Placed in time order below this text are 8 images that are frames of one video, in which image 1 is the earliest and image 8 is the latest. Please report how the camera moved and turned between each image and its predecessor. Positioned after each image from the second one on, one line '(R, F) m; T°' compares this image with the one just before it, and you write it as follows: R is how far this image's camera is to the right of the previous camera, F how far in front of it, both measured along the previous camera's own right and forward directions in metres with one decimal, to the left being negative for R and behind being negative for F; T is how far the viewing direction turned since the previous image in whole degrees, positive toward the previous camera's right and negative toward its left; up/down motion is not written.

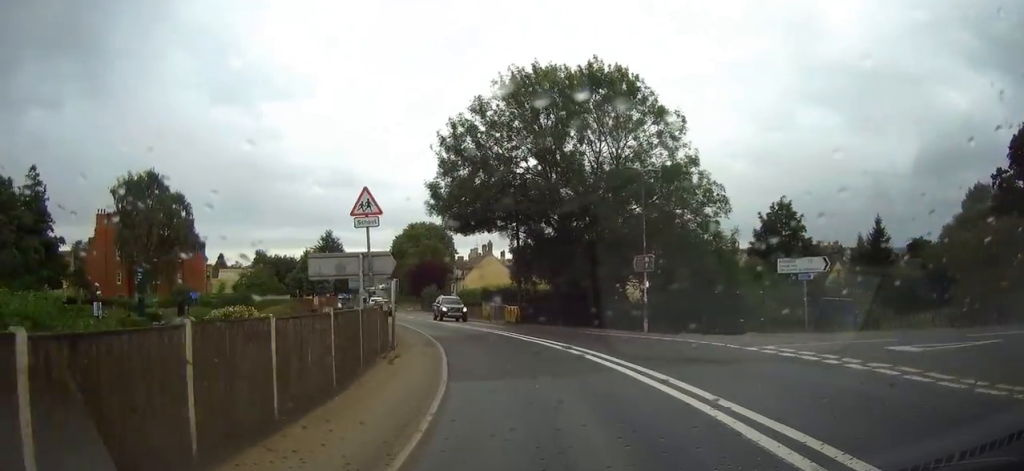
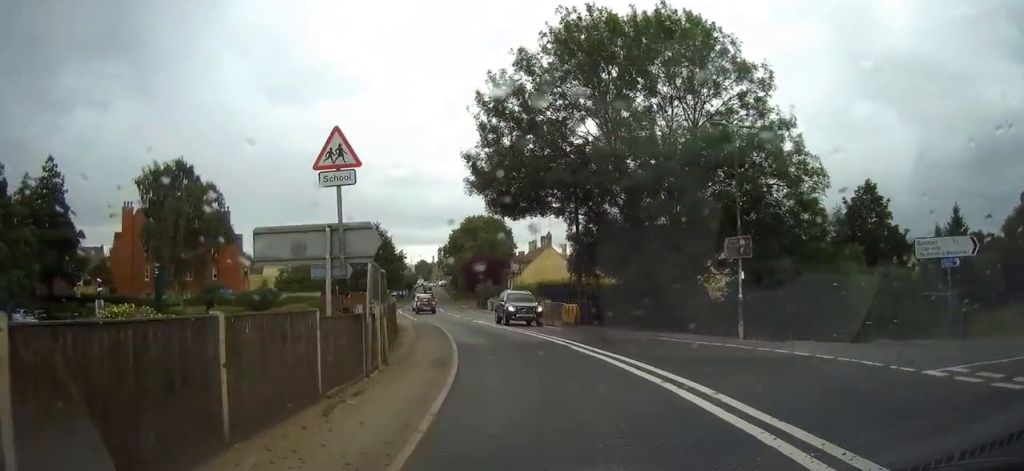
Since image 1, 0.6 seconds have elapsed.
(-0.2, +6.3) m; -5°
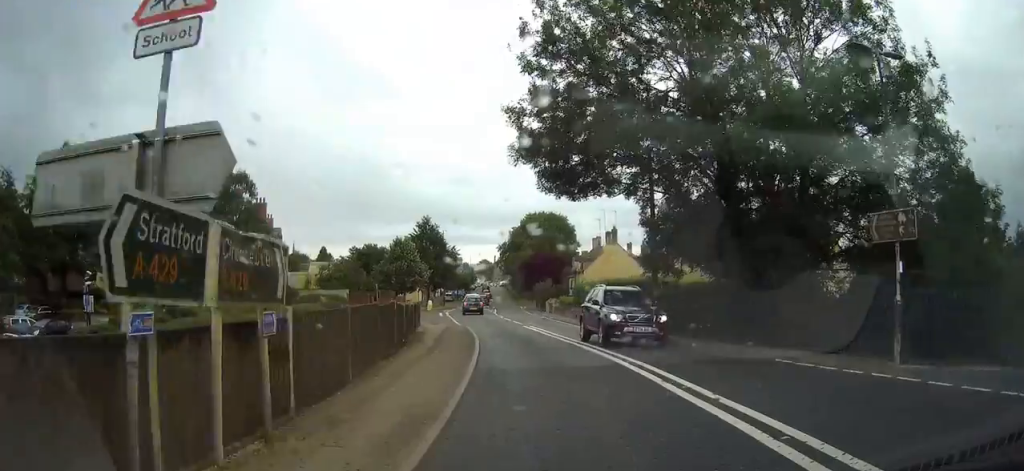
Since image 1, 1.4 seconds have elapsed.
(-0.5, +7.1) m; -6°
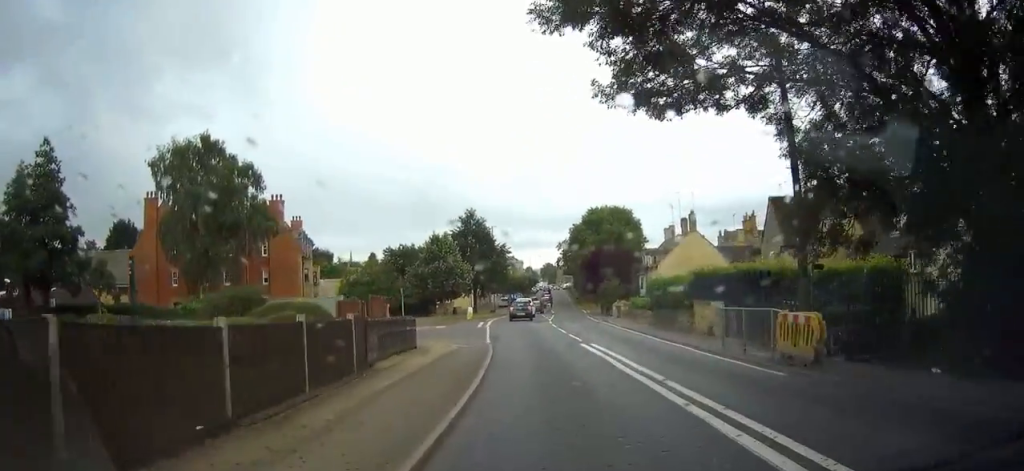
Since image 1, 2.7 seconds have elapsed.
(-0.9, +12.0) m; -6°
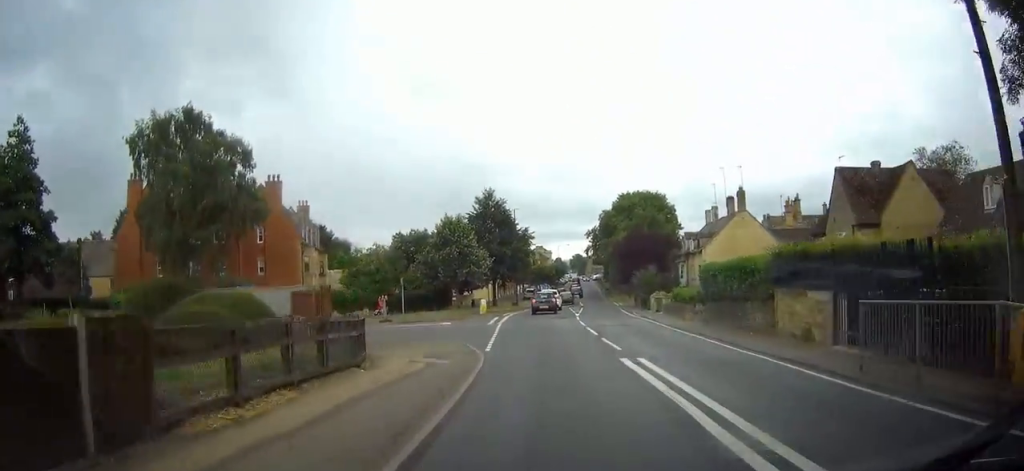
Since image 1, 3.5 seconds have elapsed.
(-0.2, +7.8) m; -1°
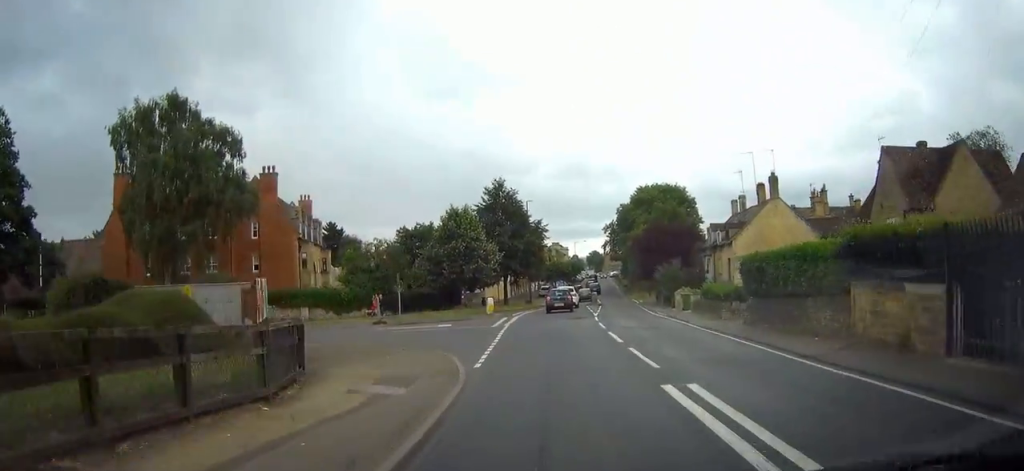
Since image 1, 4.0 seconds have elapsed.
(0.0, +4.6) m; 0°
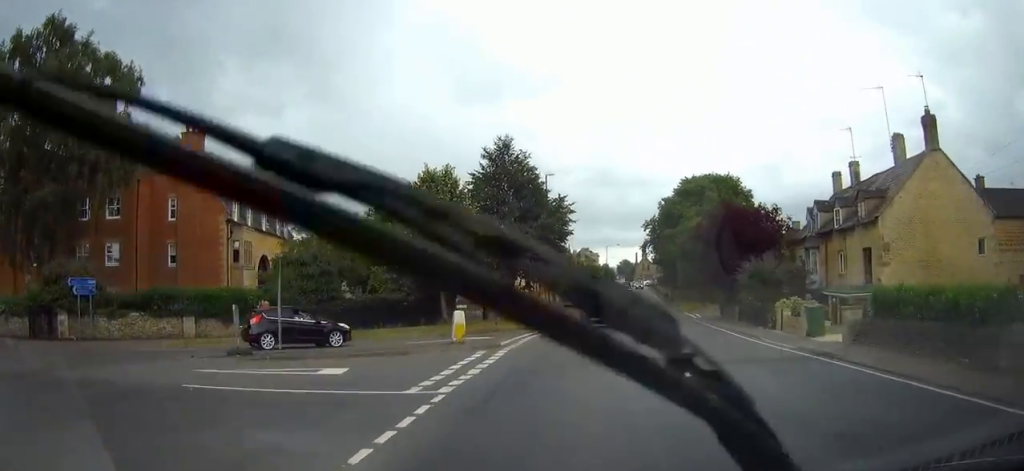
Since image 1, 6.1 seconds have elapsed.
(0.0, +17.9) m; 0°
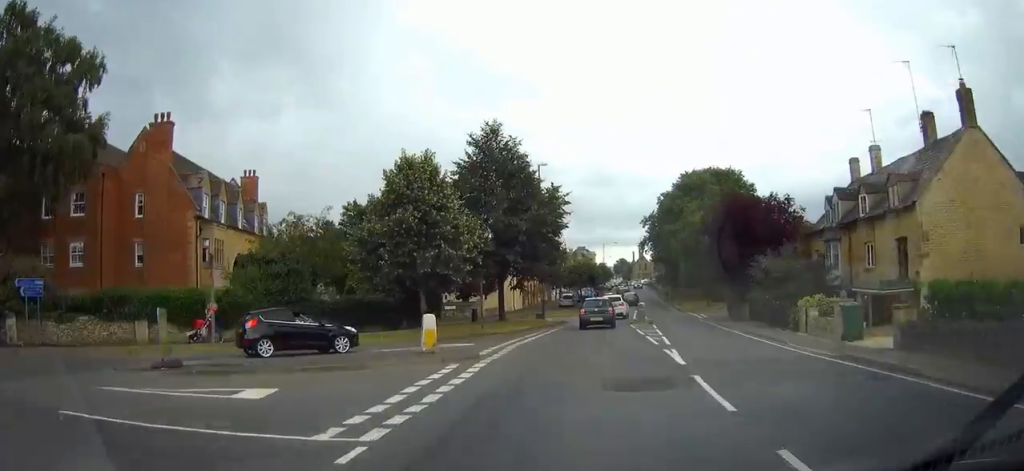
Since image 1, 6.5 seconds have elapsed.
(0.0, +3.5) m; 0°
